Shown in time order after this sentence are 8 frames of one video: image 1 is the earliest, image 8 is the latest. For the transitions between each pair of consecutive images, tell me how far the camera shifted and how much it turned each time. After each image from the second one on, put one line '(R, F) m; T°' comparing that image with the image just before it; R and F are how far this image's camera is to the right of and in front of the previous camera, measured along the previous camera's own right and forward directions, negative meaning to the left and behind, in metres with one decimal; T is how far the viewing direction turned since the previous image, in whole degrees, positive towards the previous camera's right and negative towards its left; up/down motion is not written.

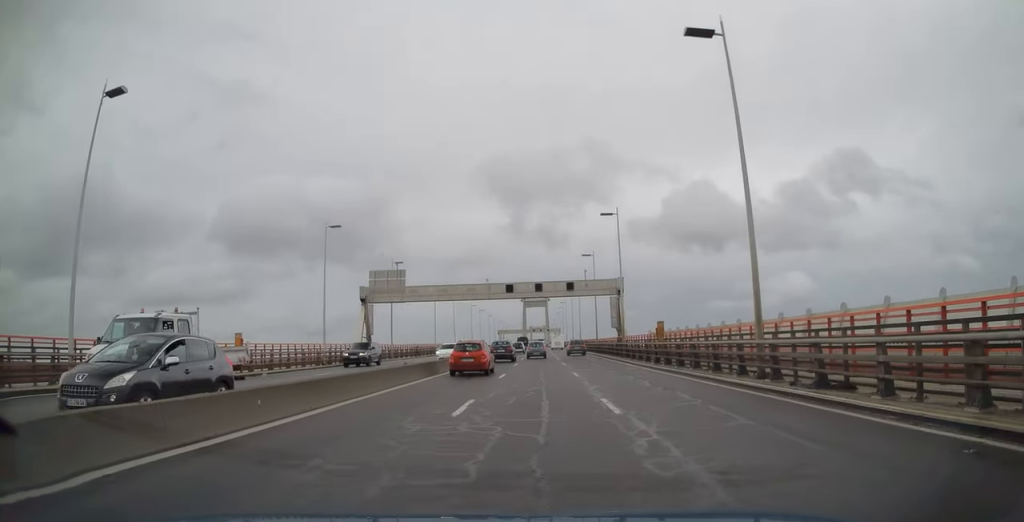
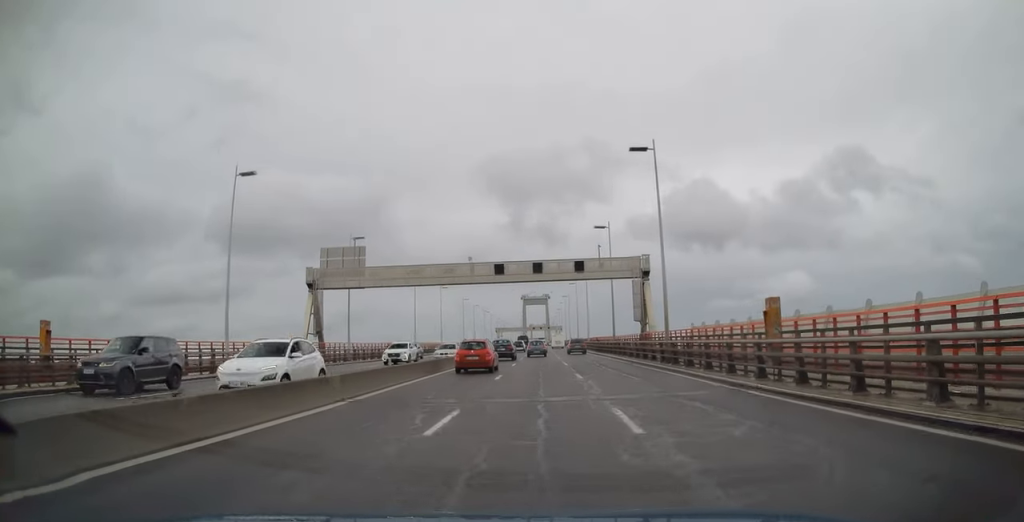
(-0.1, +14.7) m; +1°
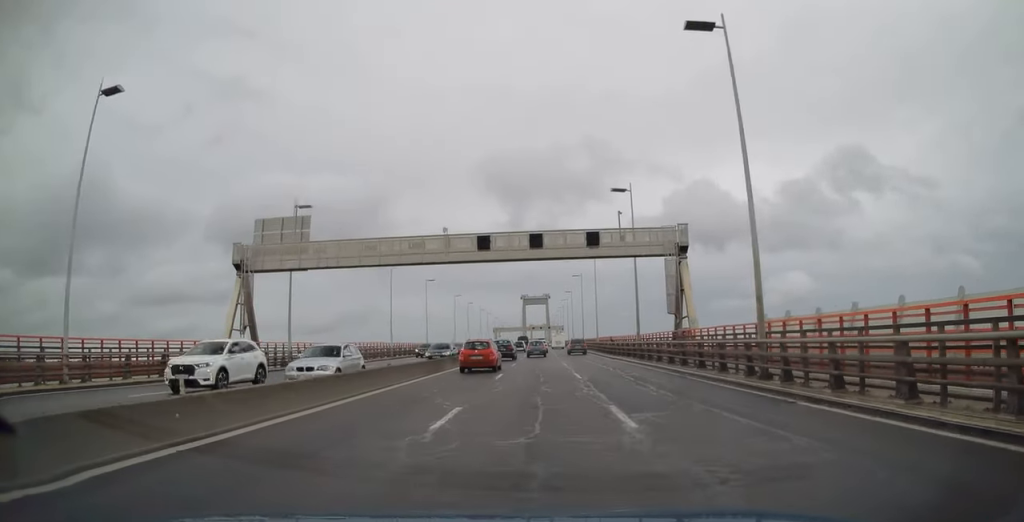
(+0.2, +12.4) m; 0°
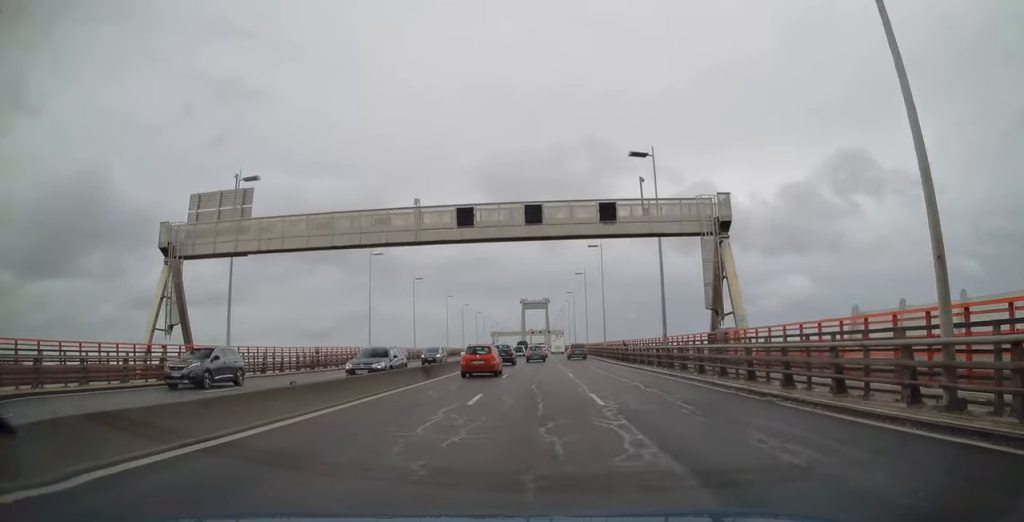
(+0.1, +8.0) m; 0°
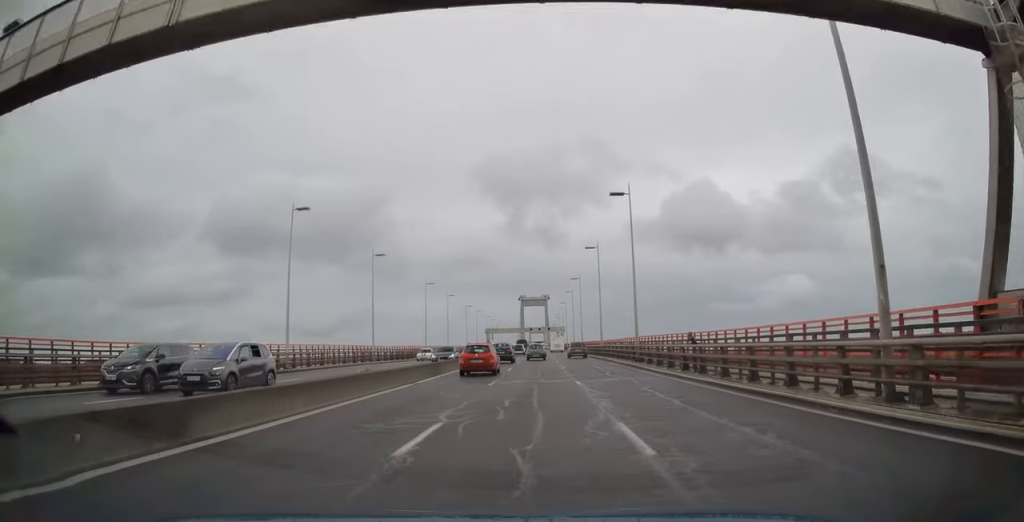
(-0.2, +18.8) m; -1°
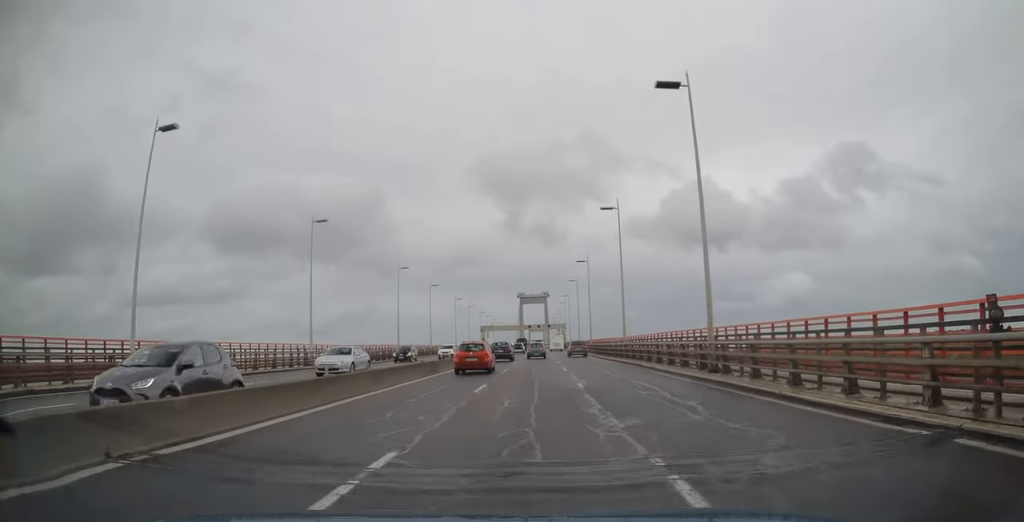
(0.0, +16.2) m; 0°
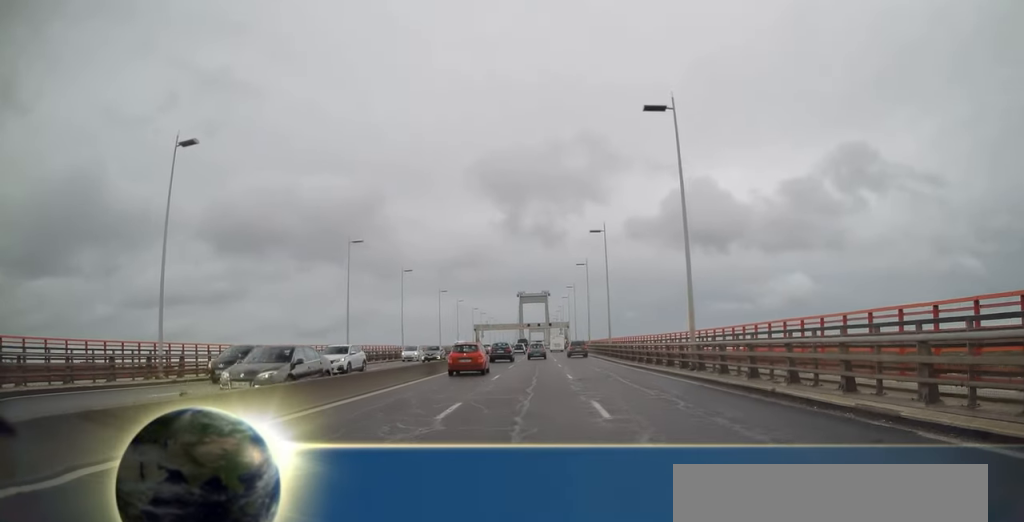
(0.0, +18.5) m; 0°
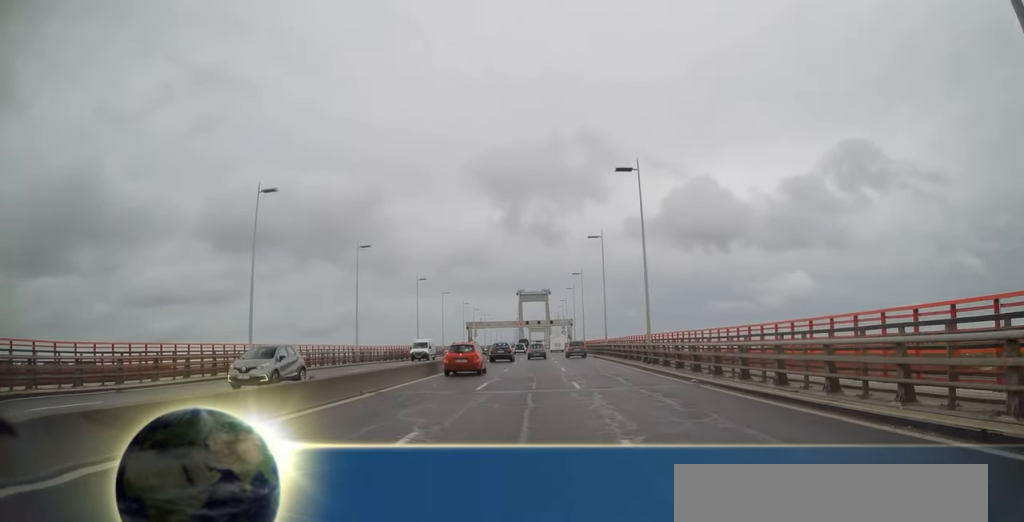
(0.0, +17.8) m; 0°
